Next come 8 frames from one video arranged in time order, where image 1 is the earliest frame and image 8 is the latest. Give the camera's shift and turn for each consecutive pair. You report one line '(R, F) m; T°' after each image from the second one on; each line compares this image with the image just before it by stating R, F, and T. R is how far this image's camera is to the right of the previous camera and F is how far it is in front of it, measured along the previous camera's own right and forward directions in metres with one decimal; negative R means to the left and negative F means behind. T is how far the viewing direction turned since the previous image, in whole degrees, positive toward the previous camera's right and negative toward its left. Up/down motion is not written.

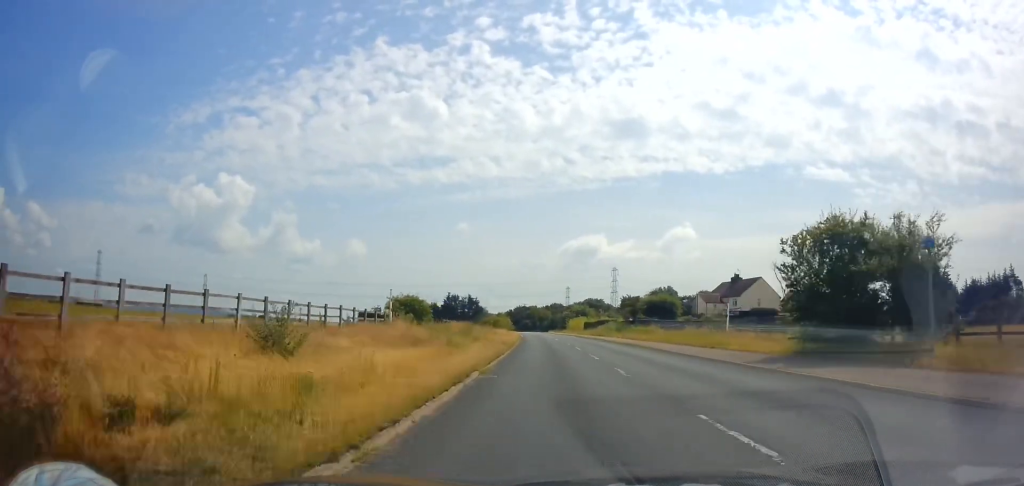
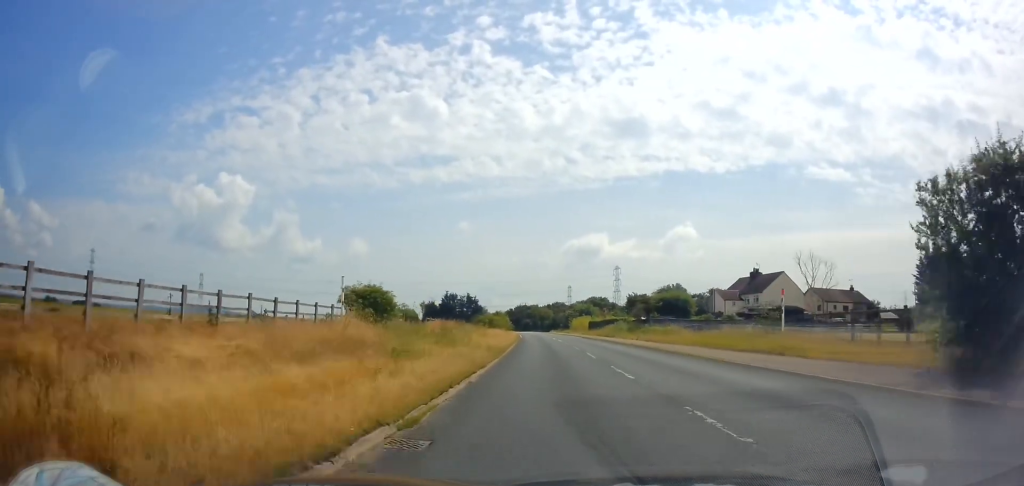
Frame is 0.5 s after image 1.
(0.0, +8.3) m; 0°
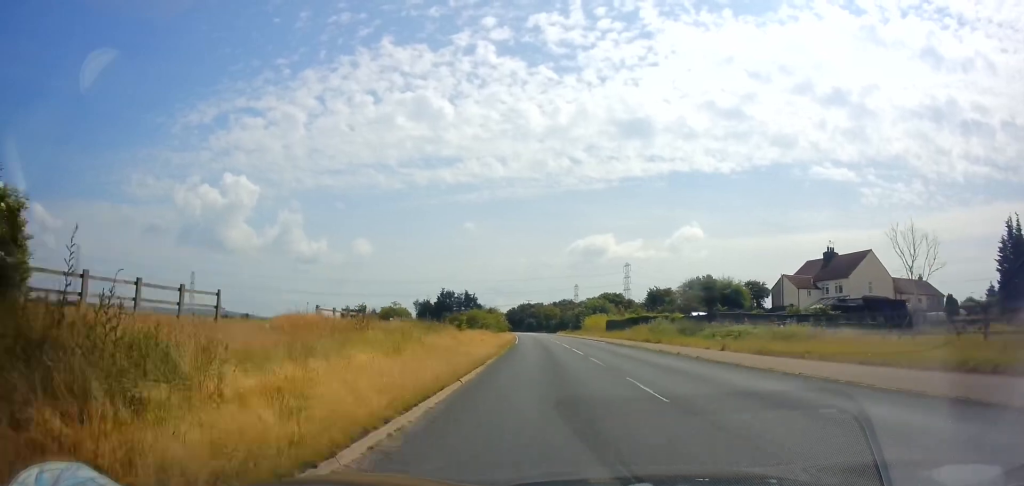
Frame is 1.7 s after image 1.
(0.0, +22.4) m; 0°
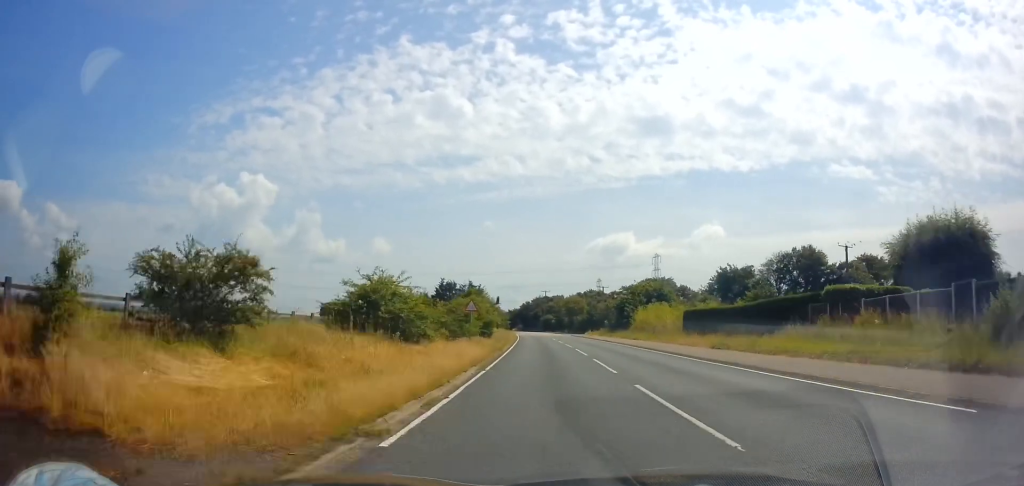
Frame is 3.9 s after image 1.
(0.0, +38.4) m; -2°
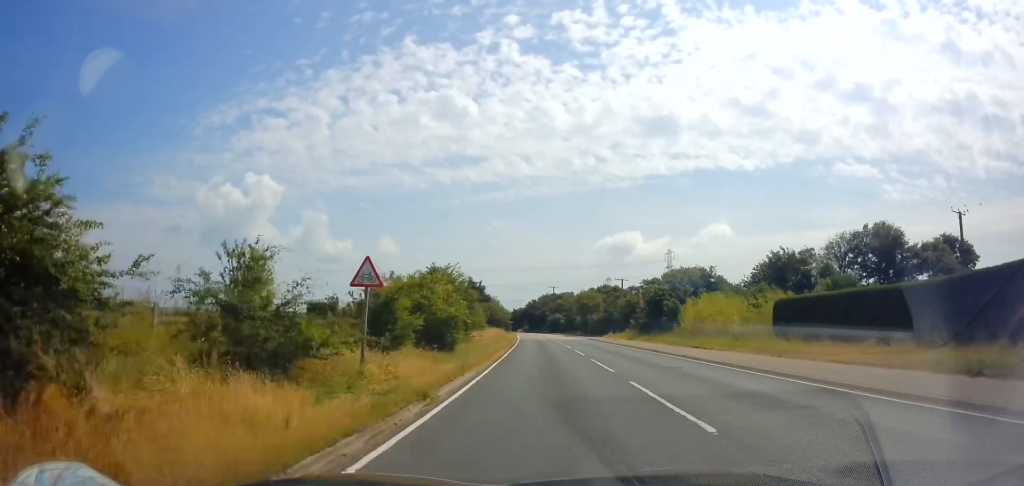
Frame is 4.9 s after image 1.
(-0.5, +17.1) m; -2°
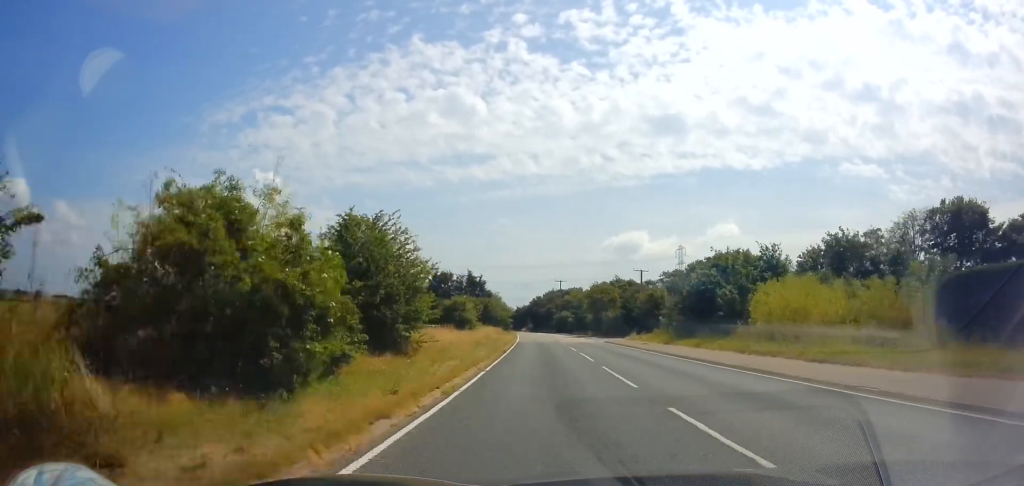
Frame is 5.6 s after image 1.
(-0.1, +13.0) m; 0°
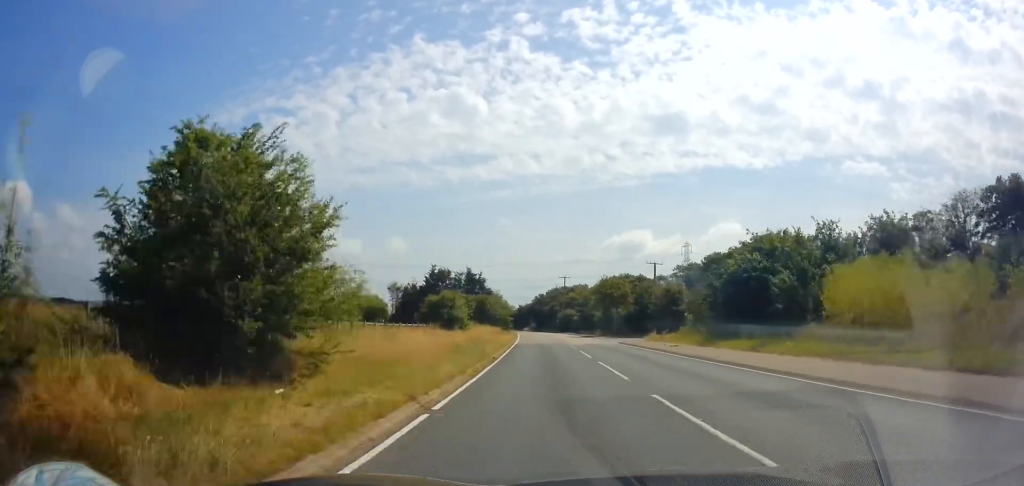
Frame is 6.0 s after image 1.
(0.0, +7.7) m; 0°
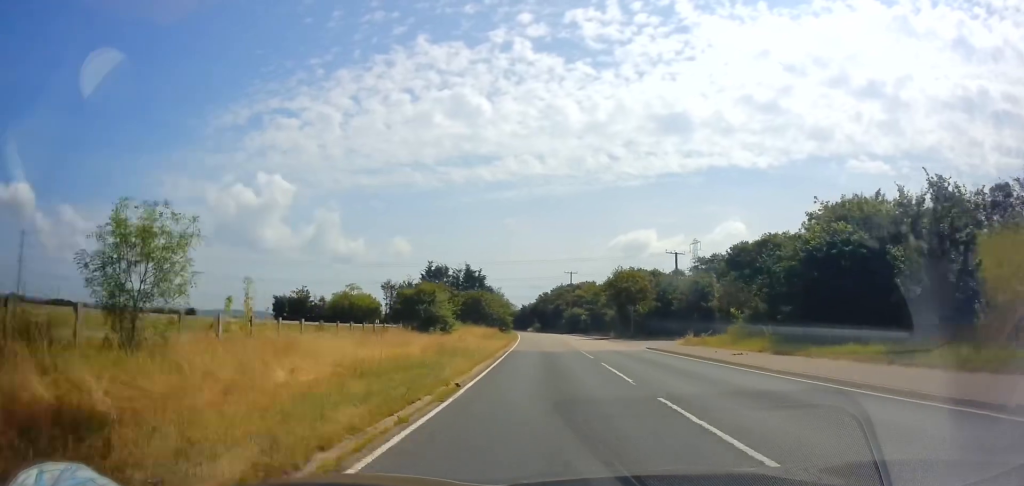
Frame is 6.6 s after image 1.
(0.0, +9.5) m; 0°
